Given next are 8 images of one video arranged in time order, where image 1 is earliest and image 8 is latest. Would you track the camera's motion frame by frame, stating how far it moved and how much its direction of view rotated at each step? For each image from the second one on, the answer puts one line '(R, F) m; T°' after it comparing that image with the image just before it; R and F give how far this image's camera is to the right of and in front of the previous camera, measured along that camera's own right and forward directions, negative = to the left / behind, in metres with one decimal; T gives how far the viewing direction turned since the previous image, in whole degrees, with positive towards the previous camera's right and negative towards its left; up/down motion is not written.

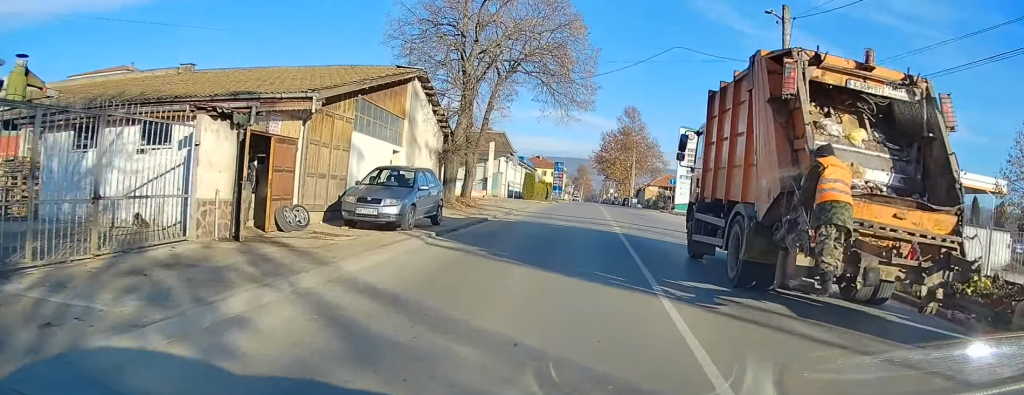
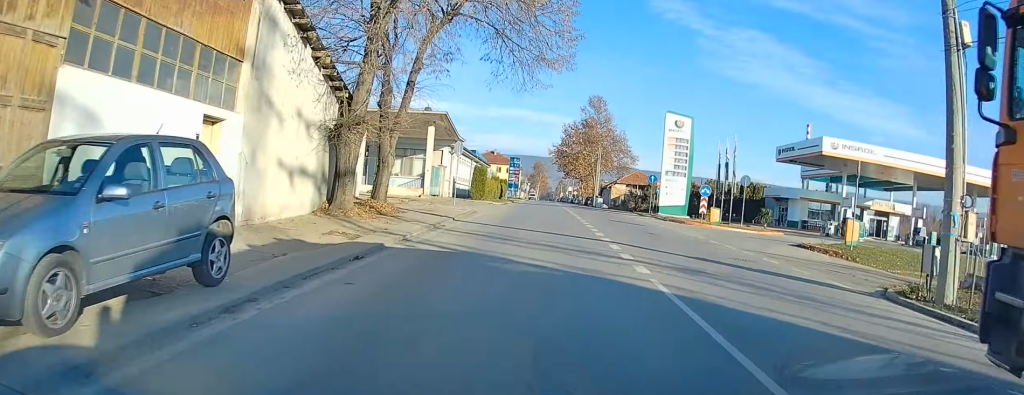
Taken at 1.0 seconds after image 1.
(0.0, +11.2) m; +1°
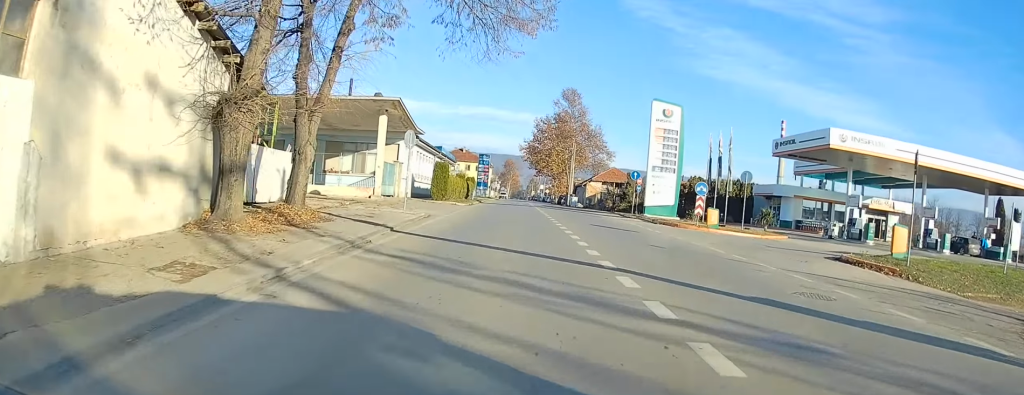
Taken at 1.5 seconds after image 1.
(-0.1, +5.7) m; +1°
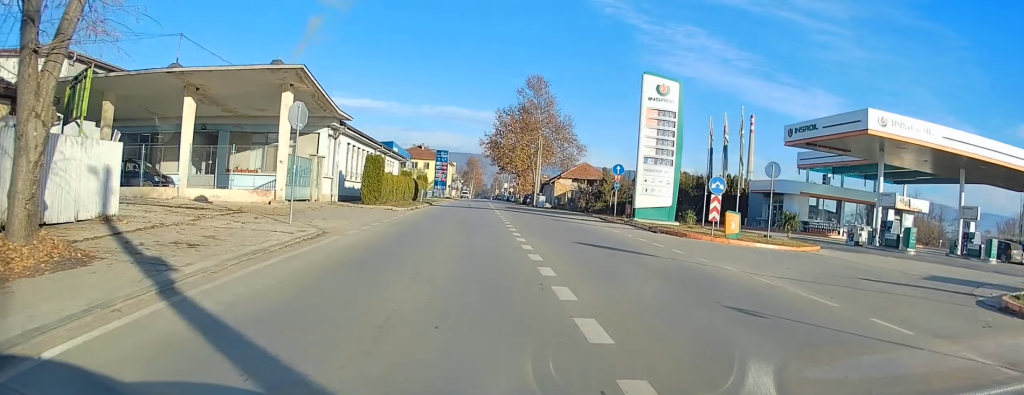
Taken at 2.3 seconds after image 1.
(+0.3, +9.2) m; +3°
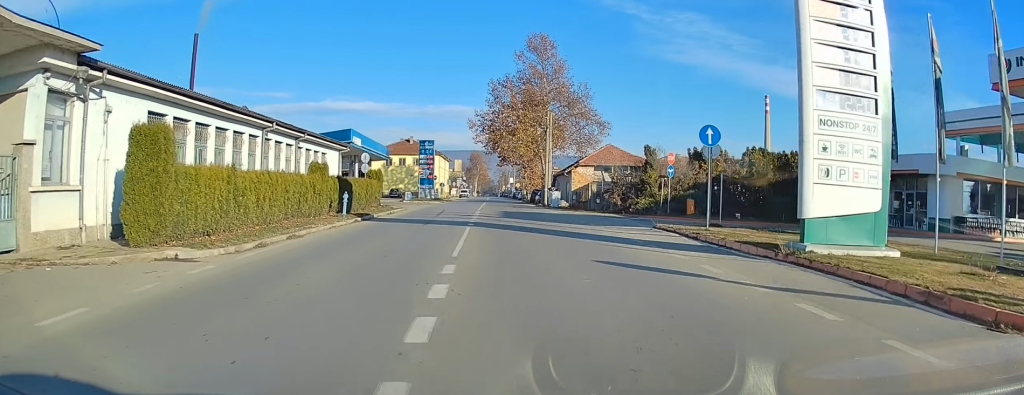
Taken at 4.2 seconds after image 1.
(+0.8, +20.2) m; +2°
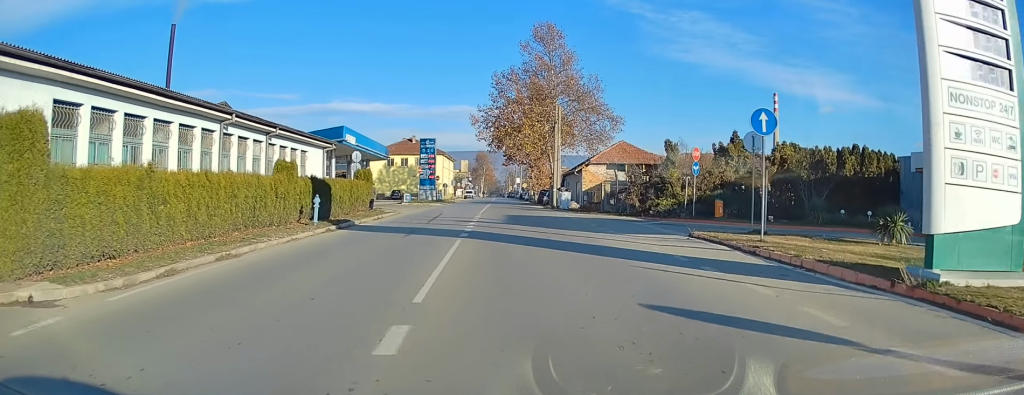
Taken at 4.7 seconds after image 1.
(0.0, +4.4) m; 0°
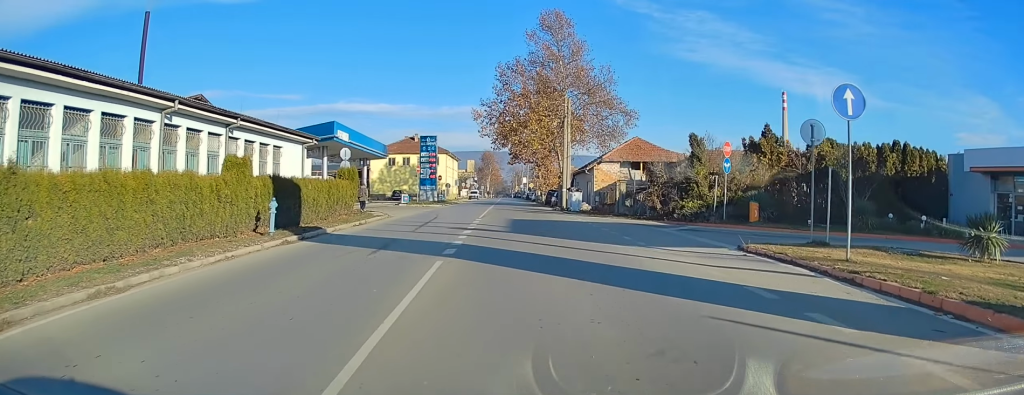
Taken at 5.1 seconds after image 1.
(0.0, +4.3) m; 0°
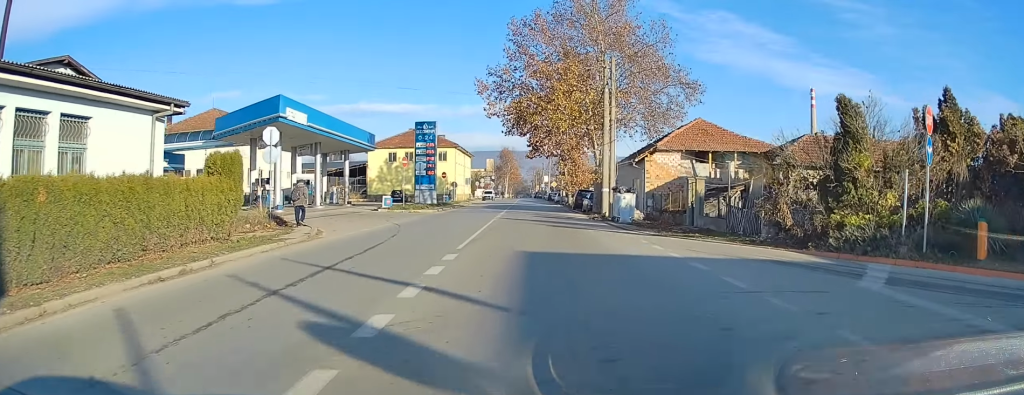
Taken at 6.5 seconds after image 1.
(0.0, +14.2) m; -1°
